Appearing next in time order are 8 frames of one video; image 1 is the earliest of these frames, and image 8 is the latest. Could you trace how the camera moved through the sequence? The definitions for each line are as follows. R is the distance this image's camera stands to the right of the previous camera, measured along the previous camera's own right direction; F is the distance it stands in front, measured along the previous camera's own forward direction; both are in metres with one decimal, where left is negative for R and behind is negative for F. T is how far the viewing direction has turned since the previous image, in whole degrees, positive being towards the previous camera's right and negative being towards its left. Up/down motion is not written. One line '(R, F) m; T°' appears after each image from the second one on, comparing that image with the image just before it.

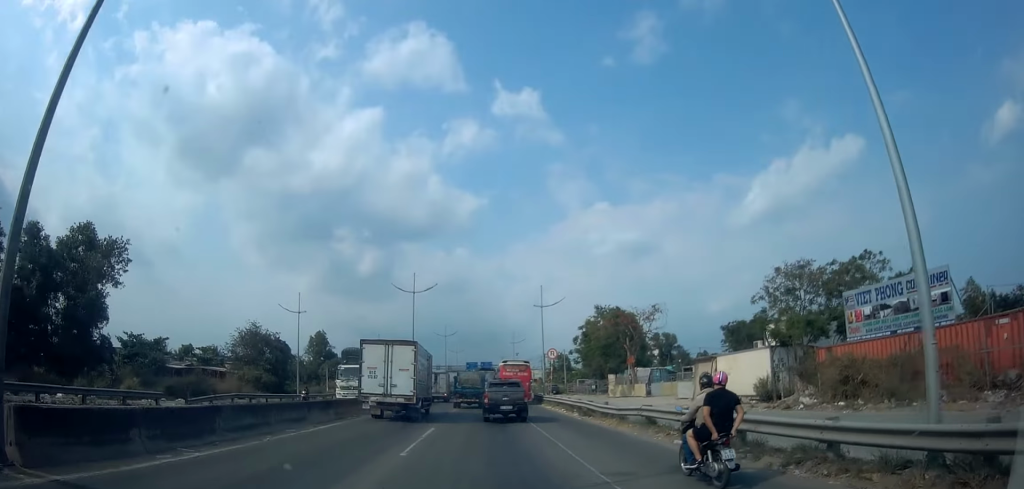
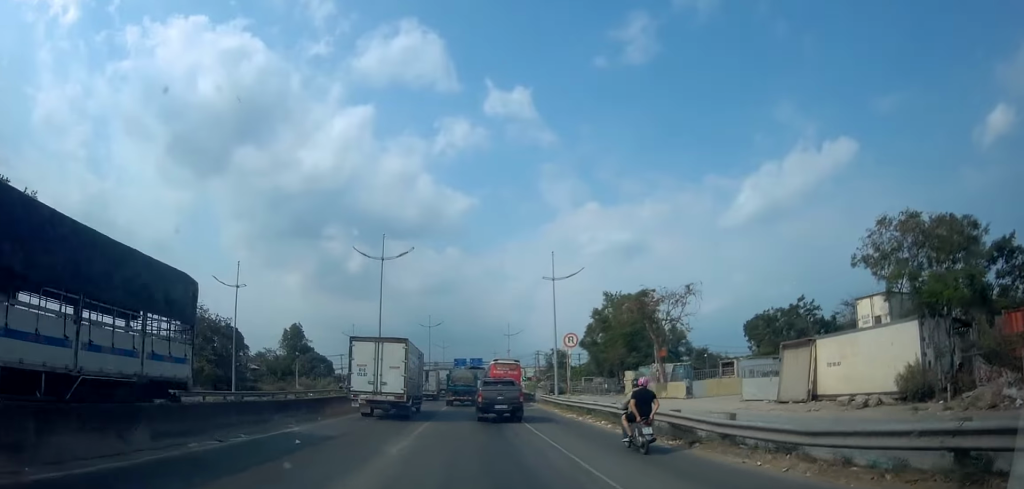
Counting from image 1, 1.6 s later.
(+0.6, +12.0) m; -1°
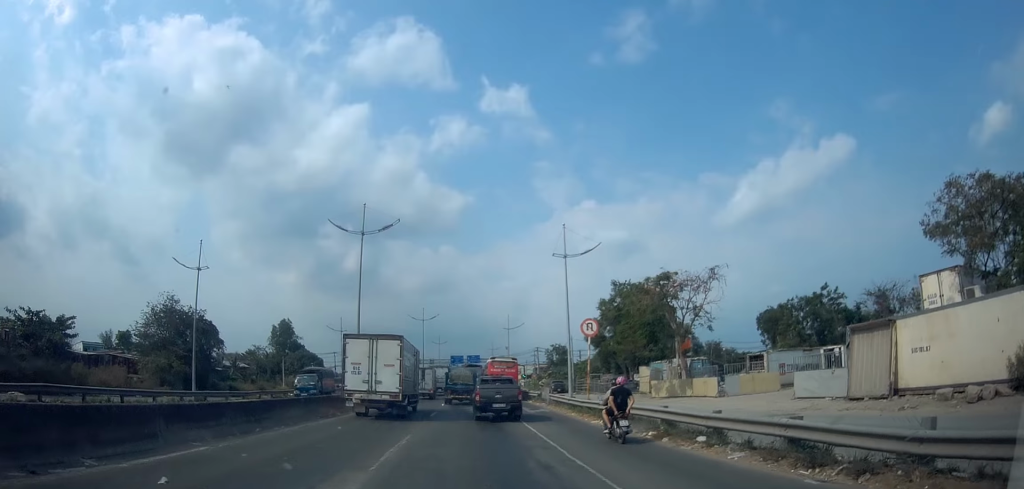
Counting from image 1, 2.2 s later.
(-0.4, +5.3) m; -4°
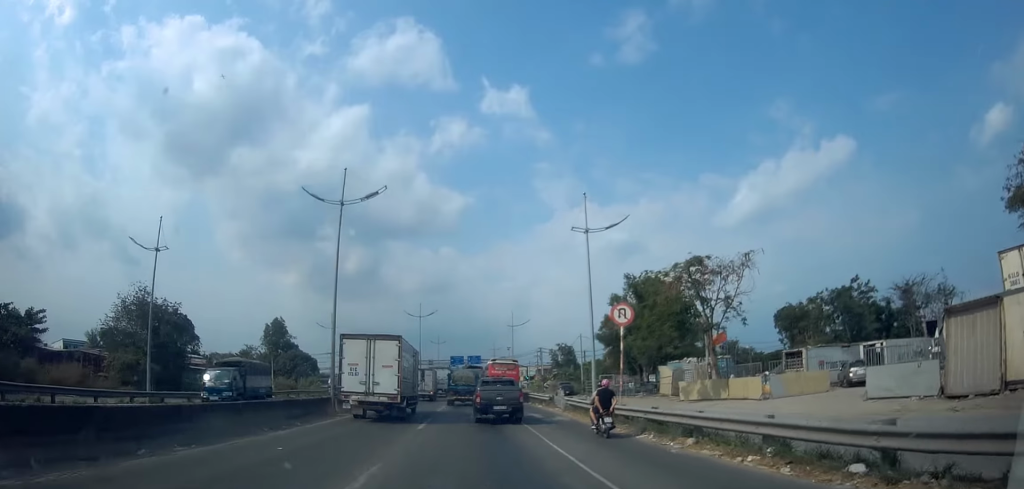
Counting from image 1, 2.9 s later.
(0.0, +5.3) m; -1°
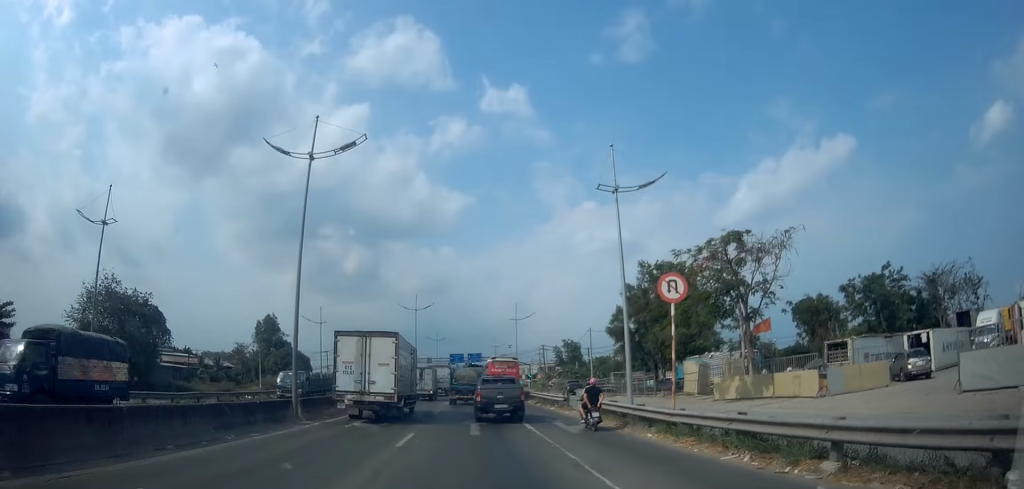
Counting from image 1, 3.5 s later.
(0.0, +4.9) m; 0°
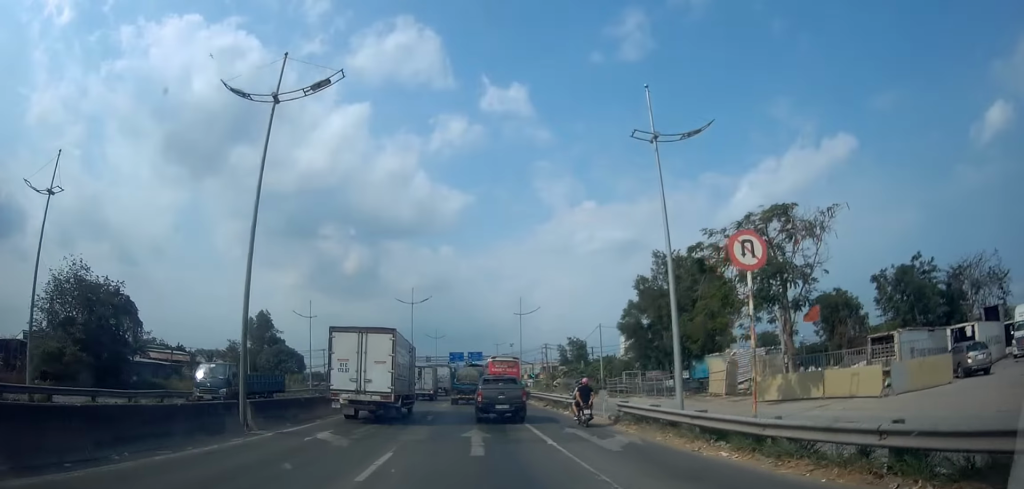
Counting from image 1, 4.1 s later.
(0.0, +4.4) m; 0°
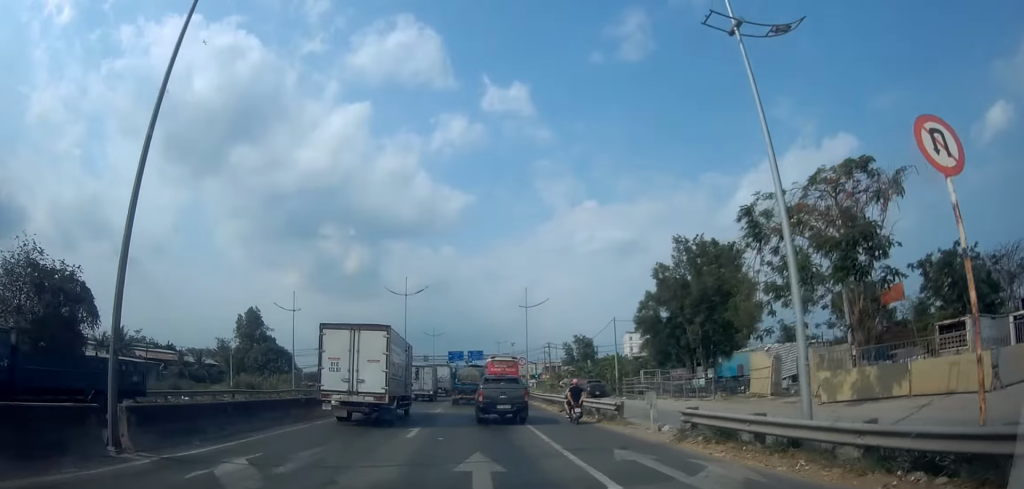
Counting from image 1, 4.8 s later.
(0.0, +5.7) m; 0°
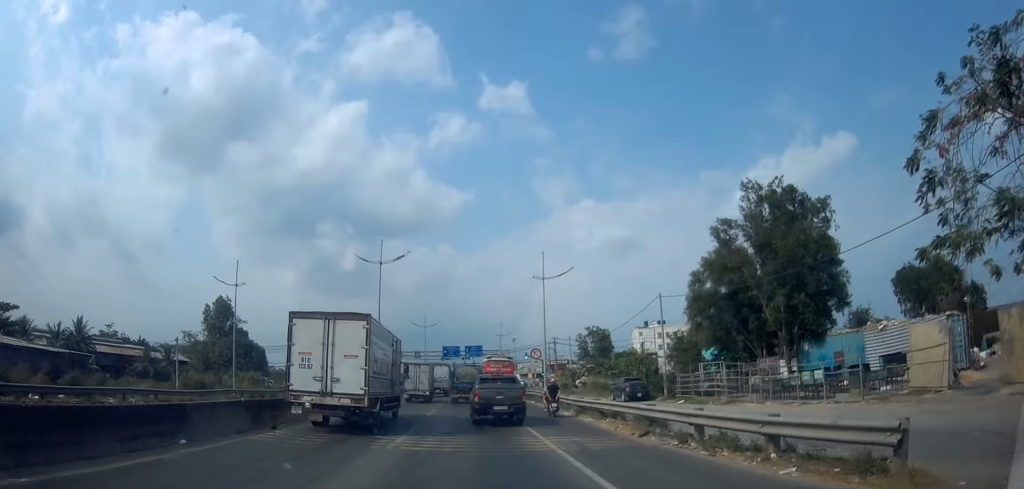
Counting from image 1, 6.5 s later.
(+0.1, +13.0) m; +1°
